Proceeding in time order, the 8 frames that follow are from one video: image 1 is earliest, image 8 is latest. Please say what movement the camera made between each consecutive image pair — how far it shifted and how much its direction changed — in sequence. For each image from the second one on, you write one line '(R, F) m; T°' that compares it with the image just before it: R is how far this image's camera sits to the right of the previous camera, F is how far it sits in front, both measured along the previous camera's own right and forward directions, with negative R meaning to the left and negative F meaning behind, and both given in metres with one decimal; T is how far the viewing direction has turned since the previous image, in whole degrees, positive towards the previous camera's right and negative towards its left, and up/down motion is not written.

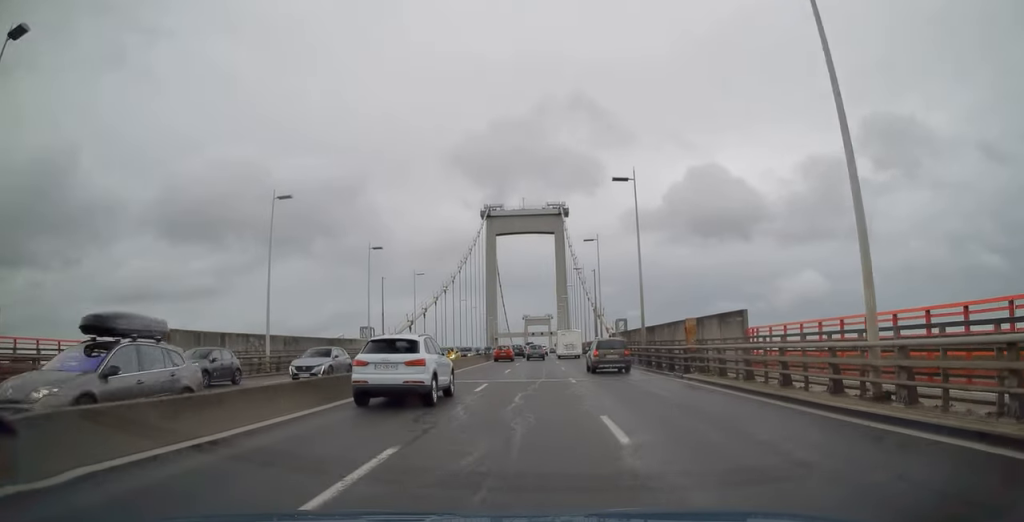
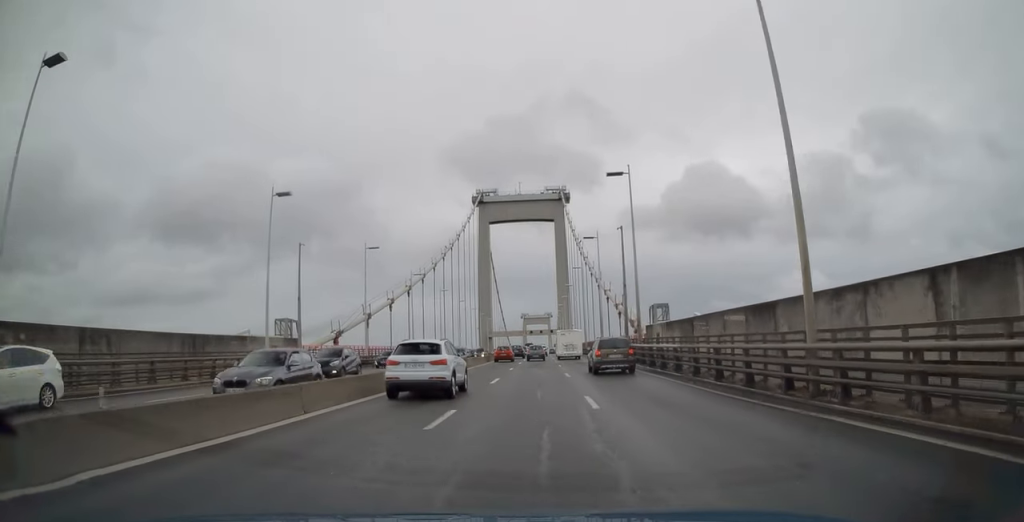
(-0.1, +20.6) m; 0°
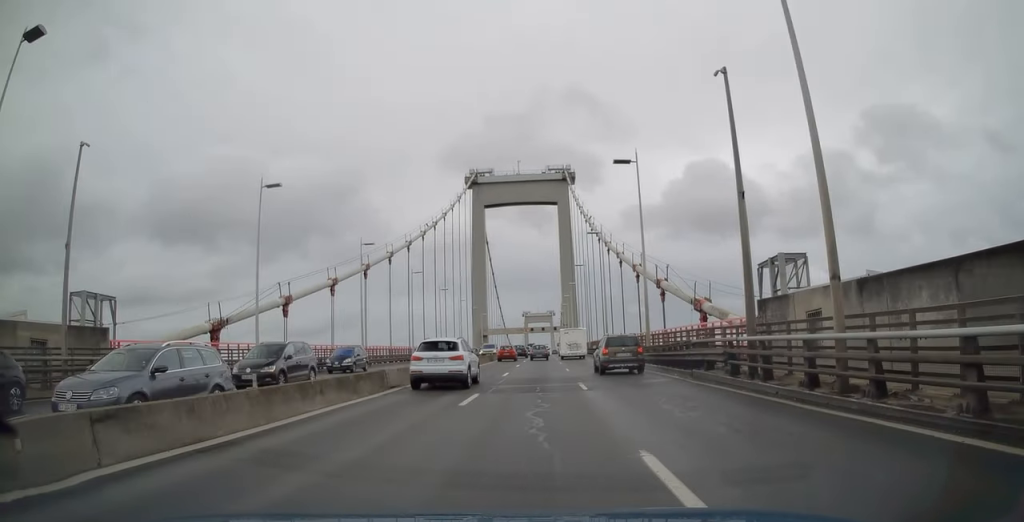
(0.0, +21.6) m; +1°
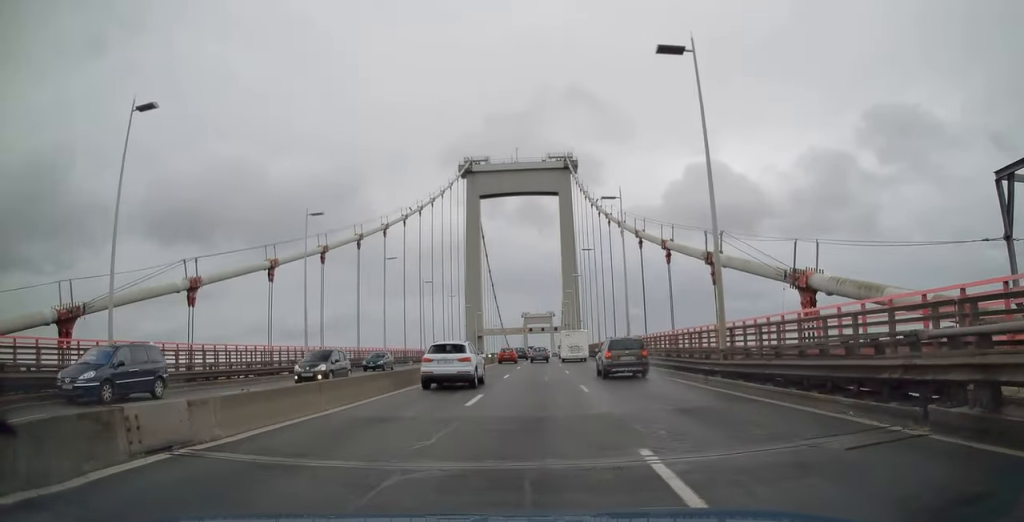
(+0.3, +12.8) m; 0°
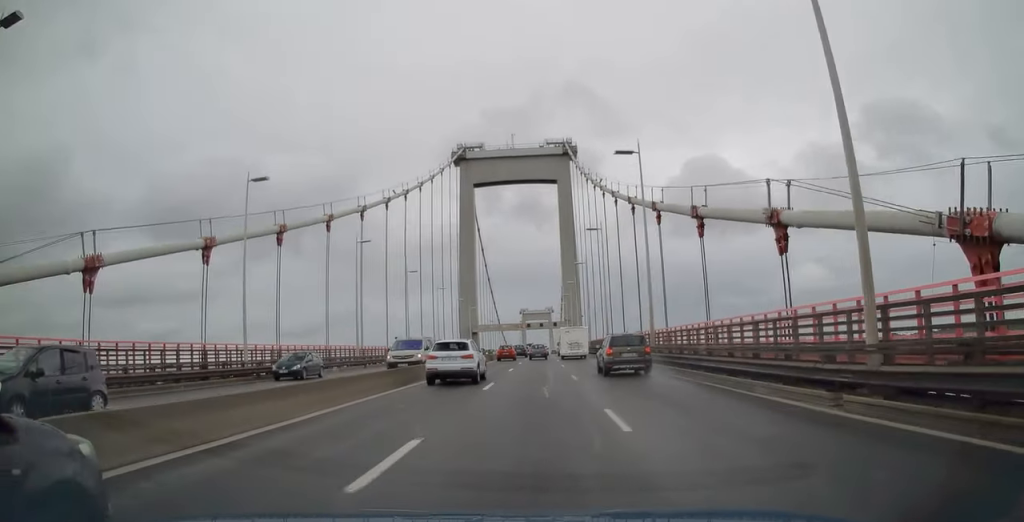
(+0.1, +8.6) m; 0°
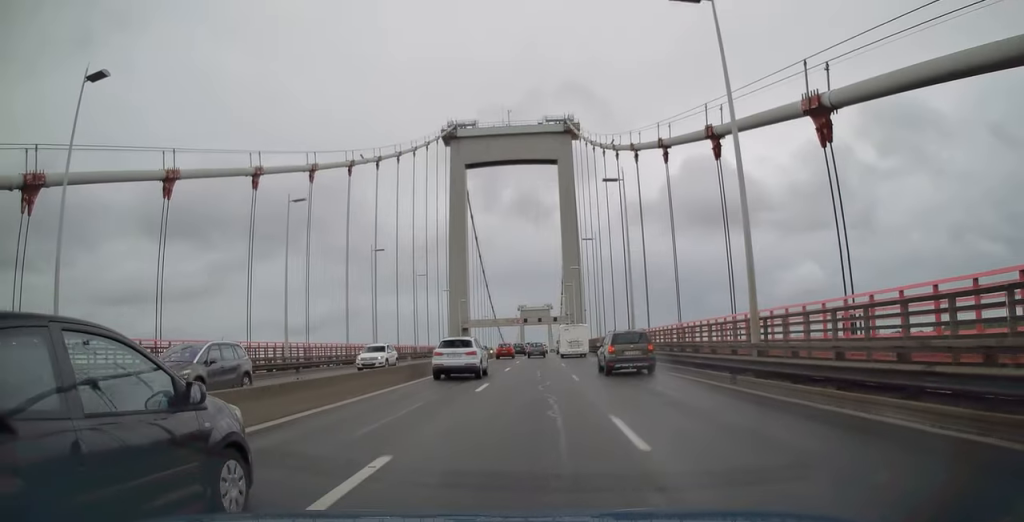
(-0.3, +14.5) m; -1°
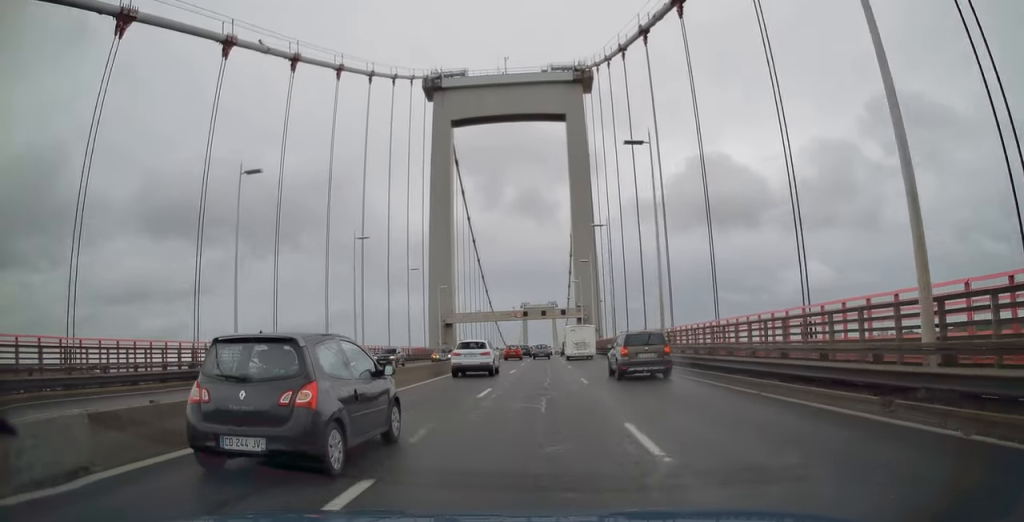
(0.0, +27.2) m; 0°
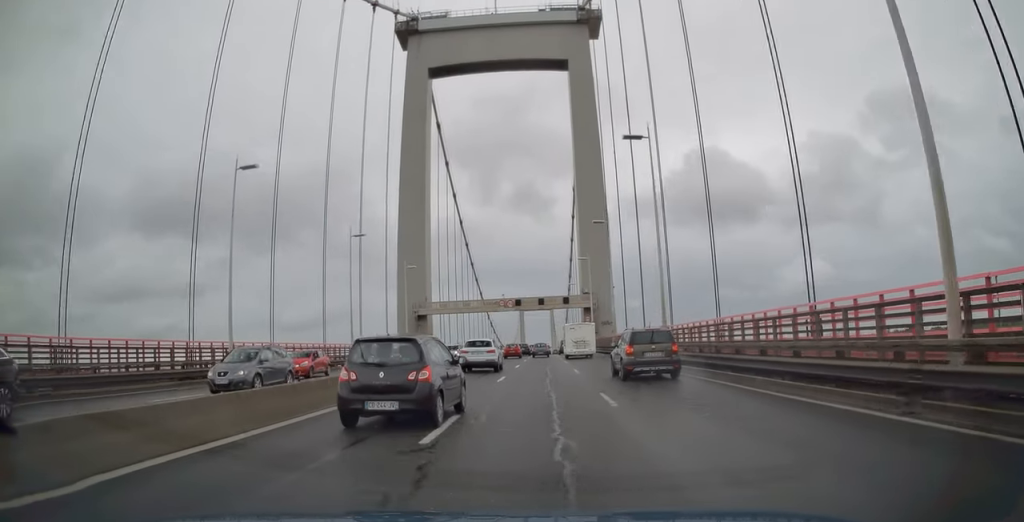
(0.0, +20.5) m; 0°
